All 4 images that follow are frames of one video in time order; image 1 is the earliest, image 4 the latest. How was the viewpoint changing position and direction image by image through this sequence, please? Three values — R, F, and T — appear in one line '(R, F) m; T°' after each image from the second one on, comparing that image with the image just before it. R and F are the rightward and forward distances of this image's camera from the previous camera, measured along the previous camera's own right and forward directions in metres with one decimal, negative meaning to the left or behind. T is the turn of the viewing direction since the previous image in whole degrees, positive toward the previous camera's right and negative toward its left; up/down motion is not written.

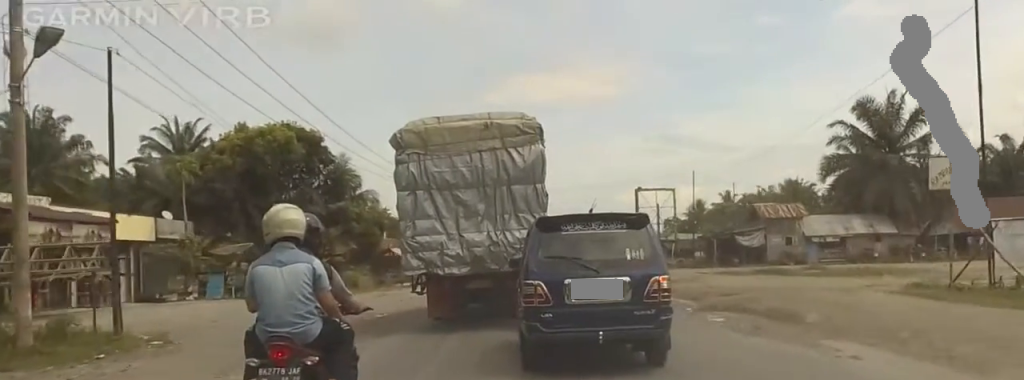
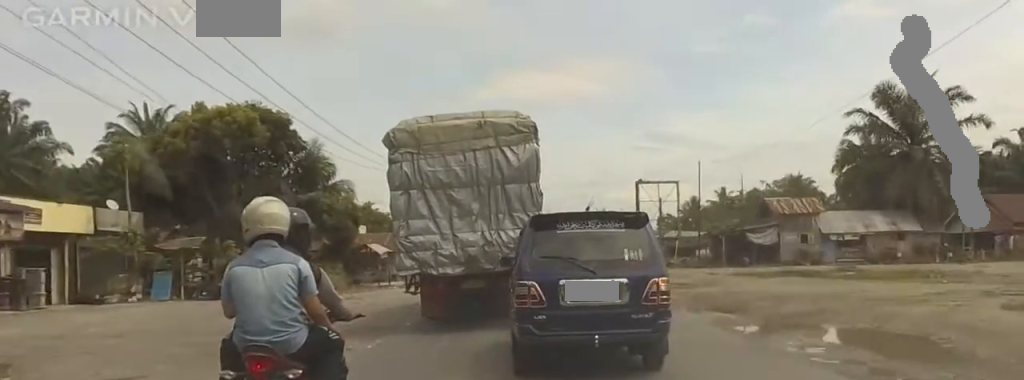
(+0.6, +6.7) m; -1°
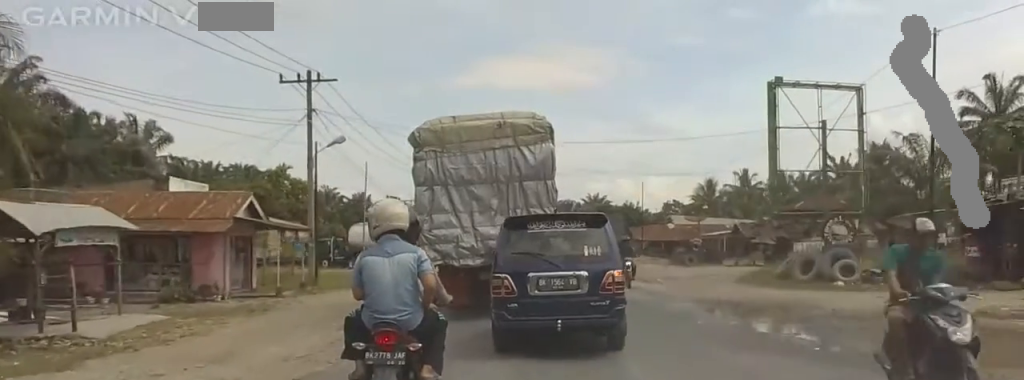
(-2.4, +49.5) m; -2°
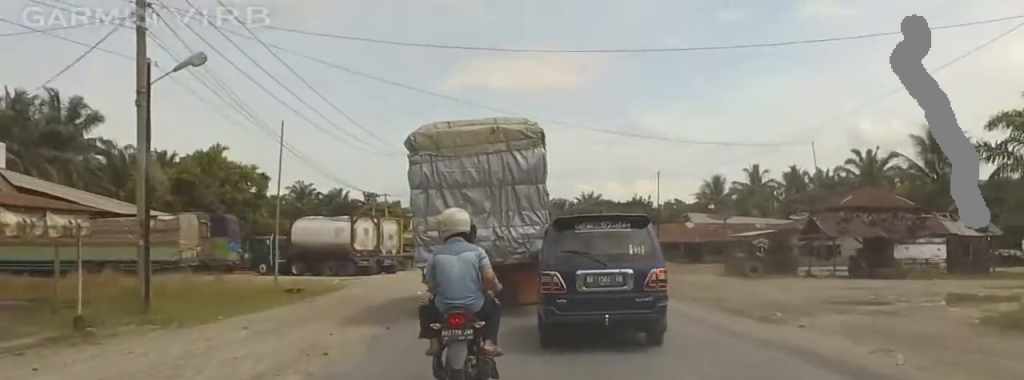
(-0.9, +23.0) m; +1°
